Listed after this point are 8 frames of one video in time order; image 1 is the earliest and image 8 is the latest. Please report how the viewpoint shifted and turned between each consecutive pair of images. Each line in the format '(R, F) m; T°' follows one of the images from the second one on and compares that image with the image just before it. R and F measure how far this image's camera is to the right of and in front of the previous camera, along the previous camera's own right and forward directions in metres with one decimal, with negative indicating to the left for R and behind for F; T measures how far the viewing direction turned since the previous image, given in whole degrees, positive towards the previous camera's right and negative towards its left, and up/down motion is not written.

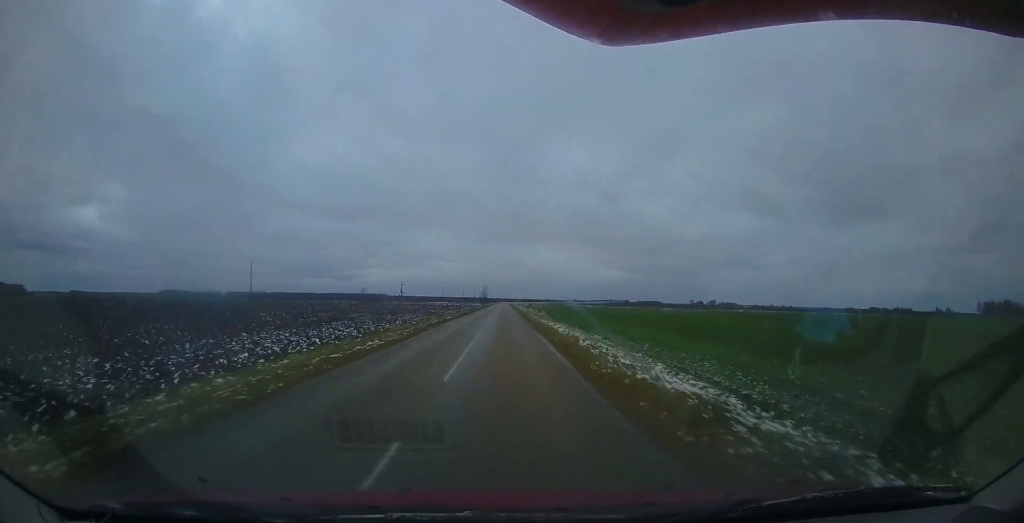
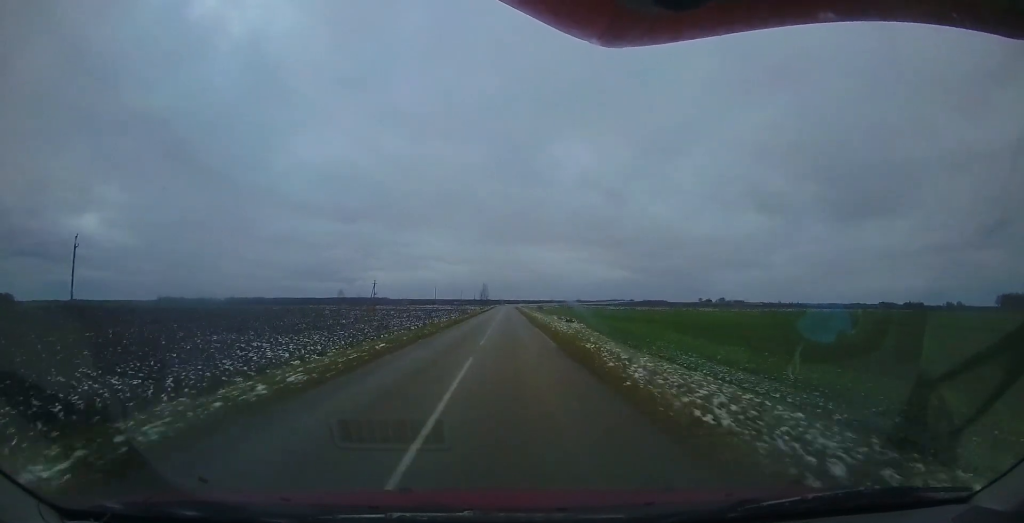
(-0.2, +30.3) m; 0°
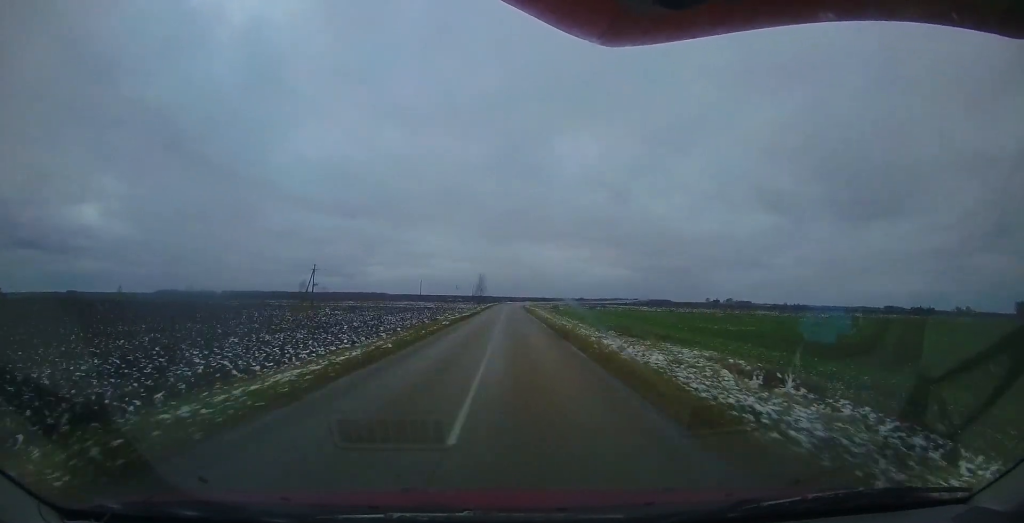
(+0.2, +33.5) m; +2°
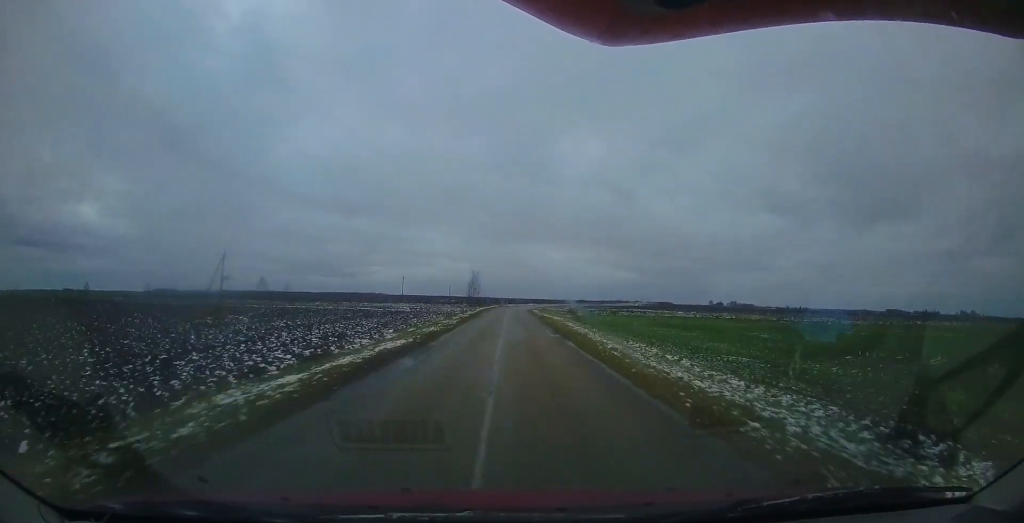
(+0.5, +23.6) m; +2°
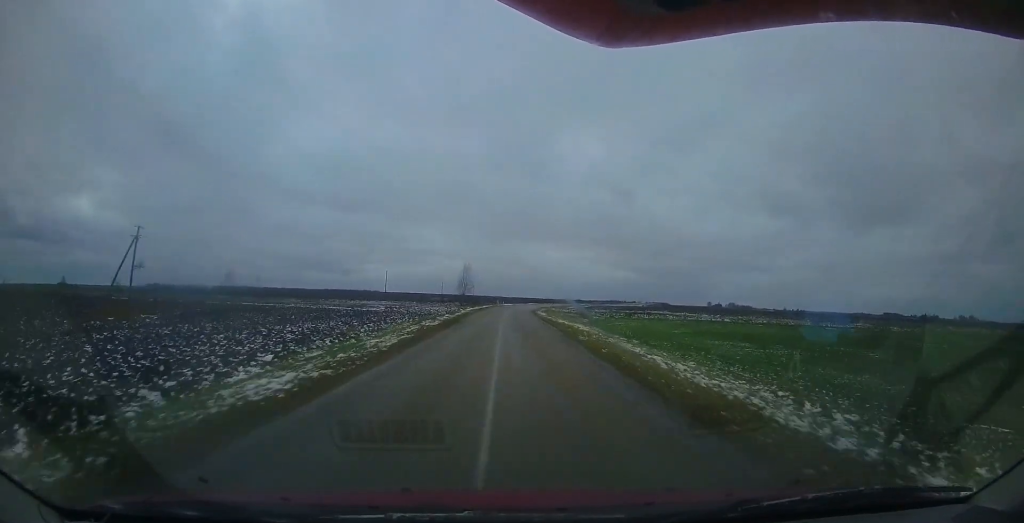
(+0.2, +13.0) m; 0°
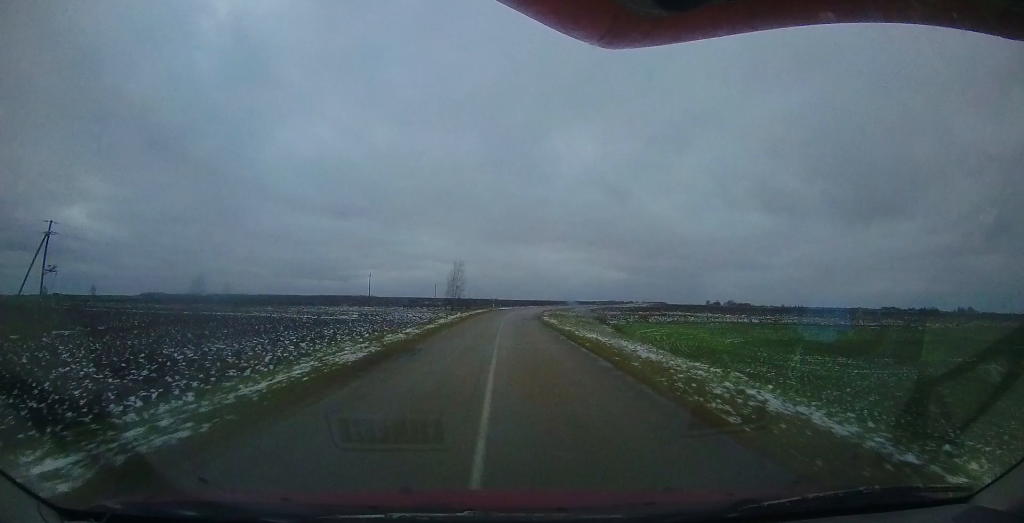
(0.0, +9.8) m; 0°
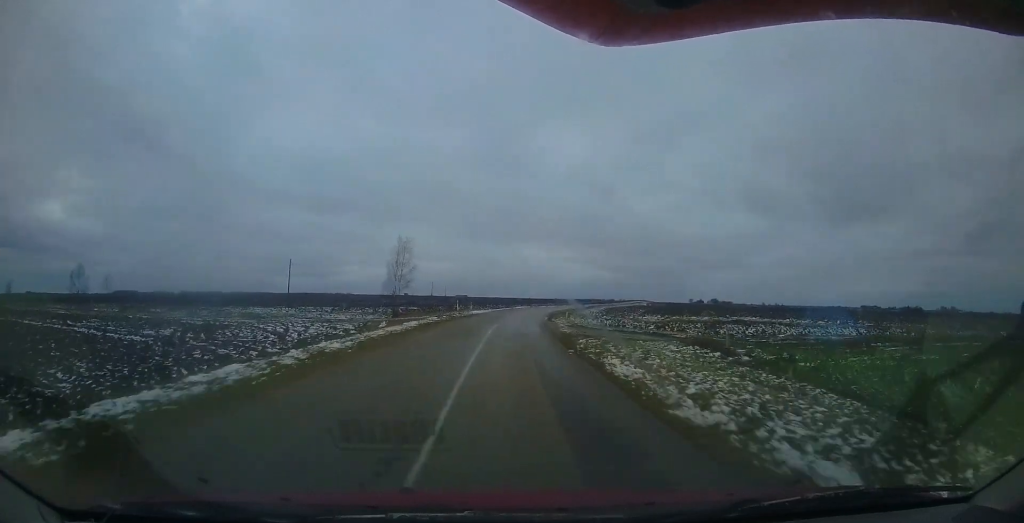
(-0.4, +27.4) m; +1°
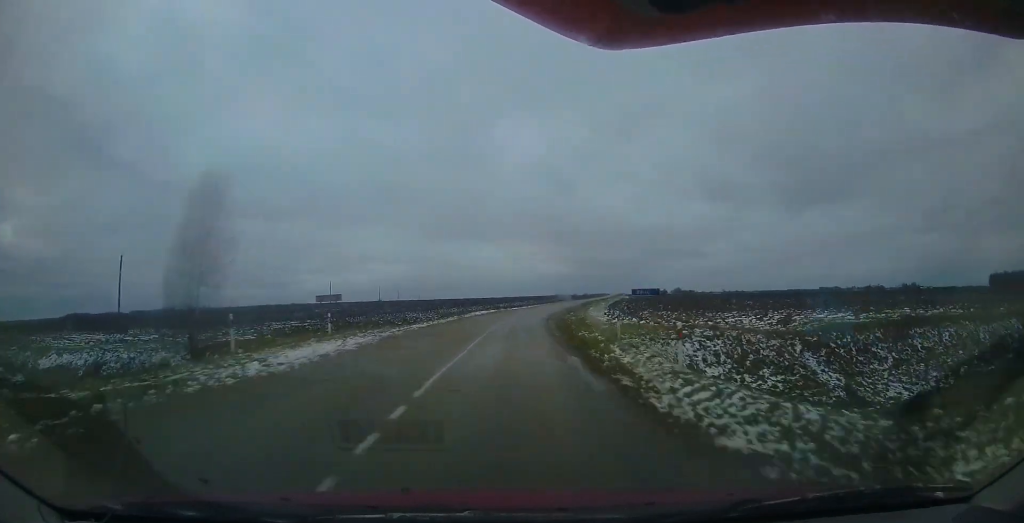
(+1.2, +25.9) m; +6°
